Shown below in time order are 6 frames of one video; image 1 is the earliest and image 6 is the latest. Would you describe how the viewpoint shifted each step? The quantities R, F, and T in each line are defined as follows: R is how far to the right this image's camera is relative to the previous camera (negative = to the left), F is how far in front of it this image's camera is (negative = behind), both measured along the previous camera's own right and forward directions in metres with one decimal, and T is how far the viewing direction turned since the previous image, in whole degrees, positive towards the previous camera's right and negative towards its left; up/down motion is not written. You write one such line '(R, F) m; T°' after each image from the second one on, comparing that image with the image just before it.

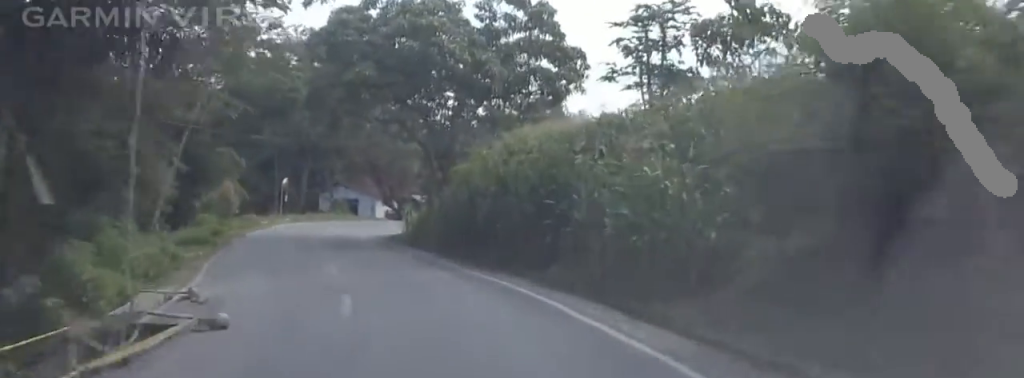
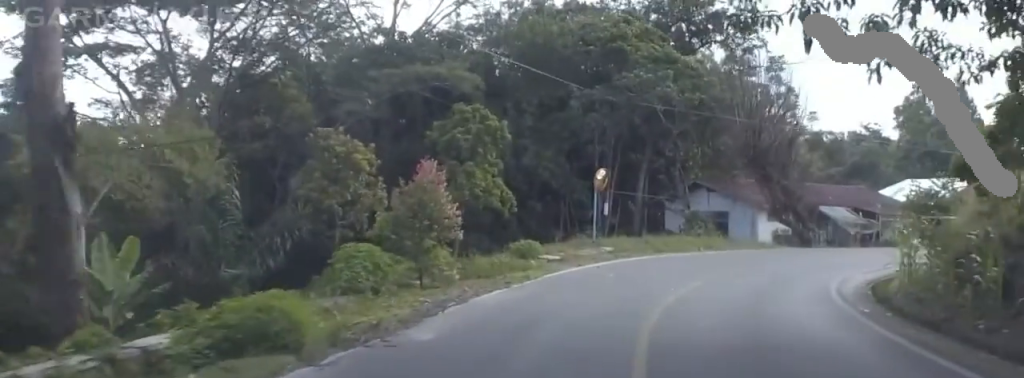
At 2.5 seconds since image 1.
(-4.9, +31.2) m; -10°
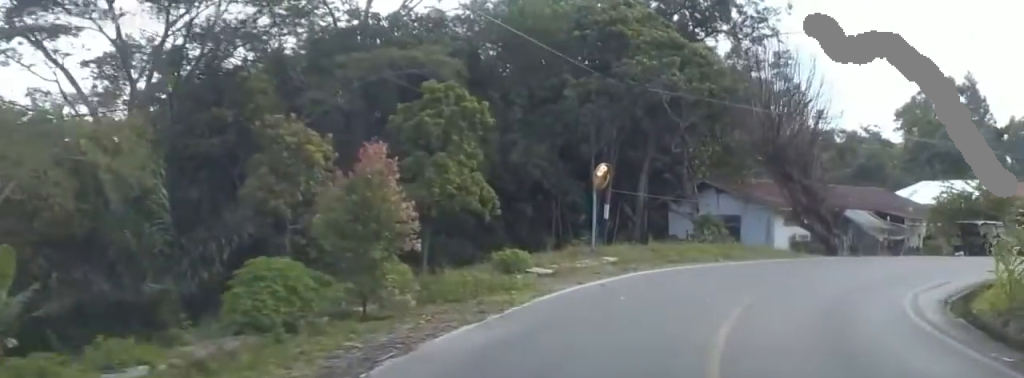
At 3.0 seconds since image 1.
(+0.2, +5.1) m; +5°
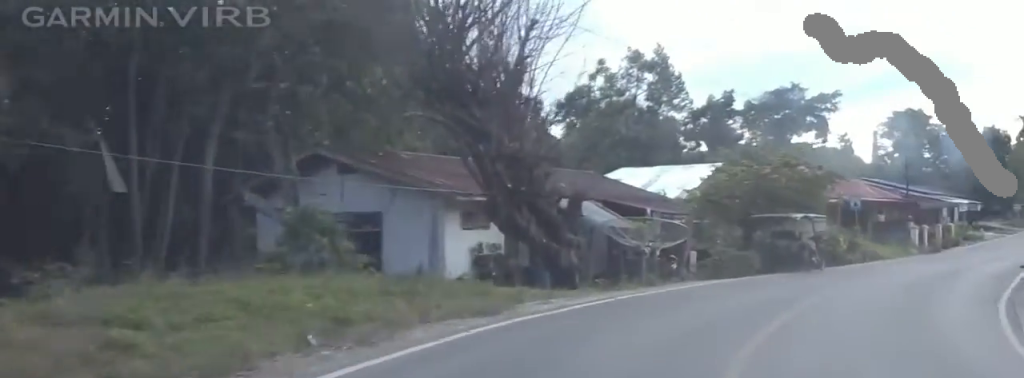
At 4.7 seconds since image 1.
(+4.3, +19.5) m; +19°
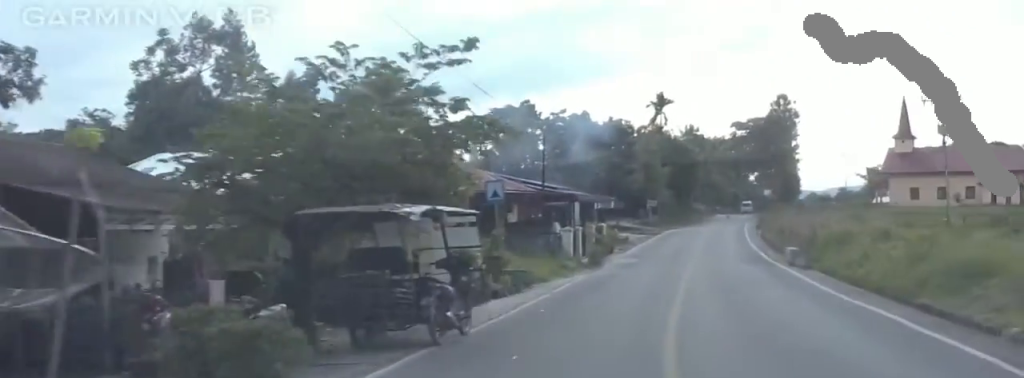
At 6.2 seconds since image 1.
(+2.1, +16.9) m; +17°
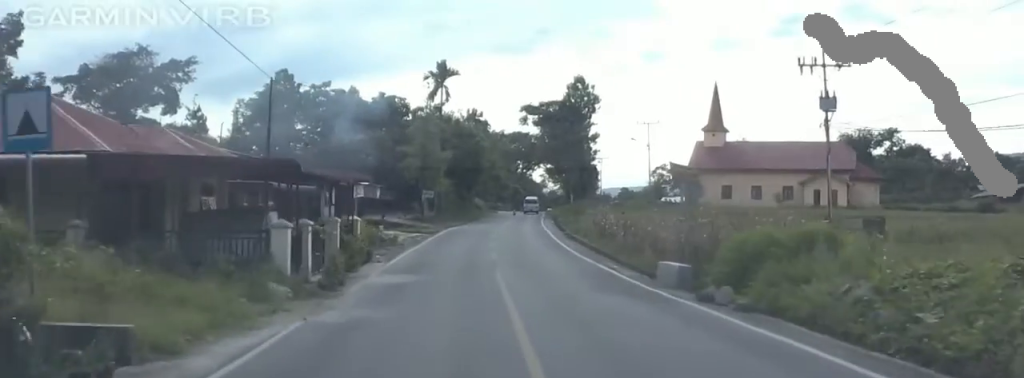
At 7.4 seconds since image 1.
(+2.1, +15.5) m; +10°
